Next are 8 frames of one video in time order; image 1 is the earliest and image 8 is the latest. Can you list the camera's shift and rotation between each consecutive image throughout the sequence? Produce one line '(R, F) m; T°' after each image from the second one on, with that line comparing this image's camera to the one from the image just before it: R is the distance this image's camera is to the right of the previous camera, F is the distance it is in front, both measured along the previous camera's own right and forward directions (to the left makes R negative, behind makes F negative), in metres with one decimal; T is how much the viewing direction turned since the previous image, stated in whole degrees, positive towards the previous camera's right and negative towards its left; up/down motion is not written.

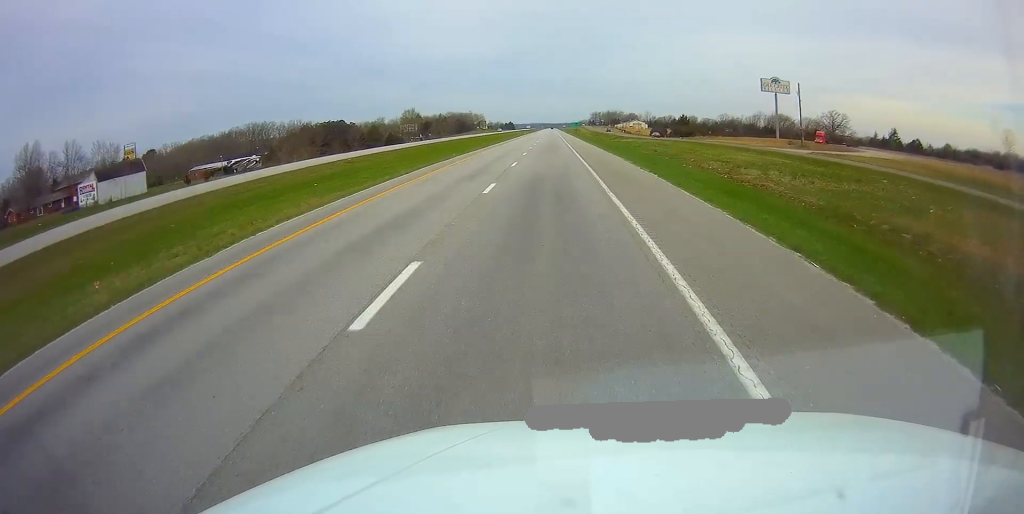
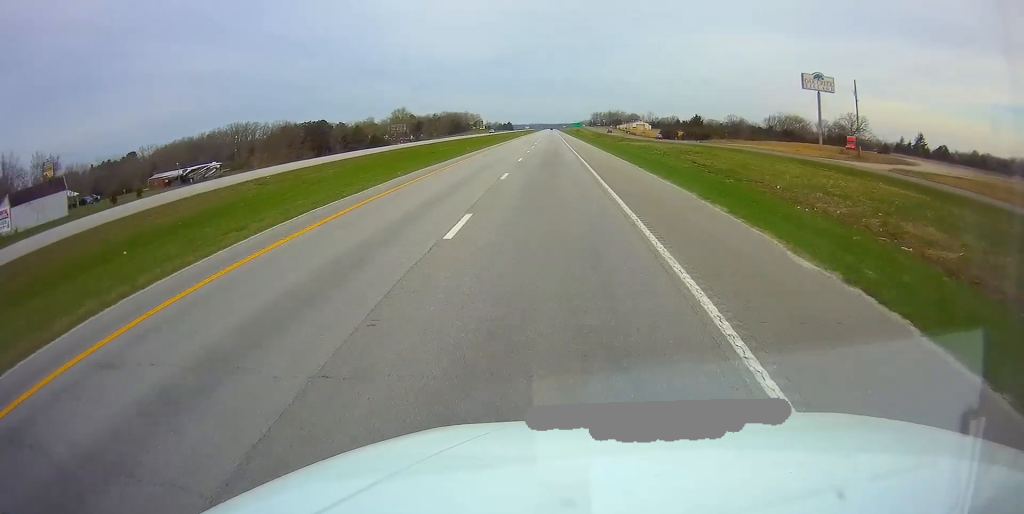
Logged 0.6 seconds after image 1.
(0.0, +19.8) m; 0°
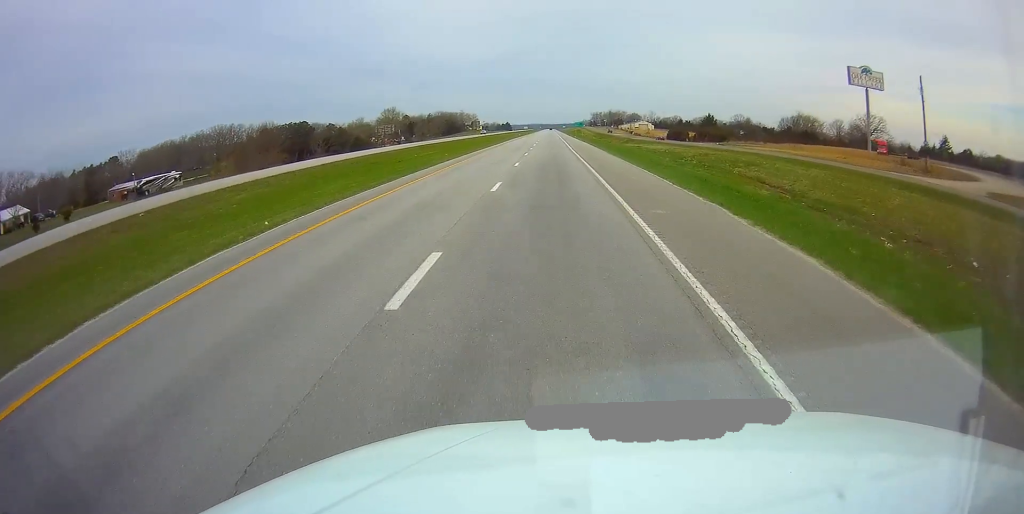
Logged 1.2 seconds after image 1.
(0.0, +16.7) m; 0°
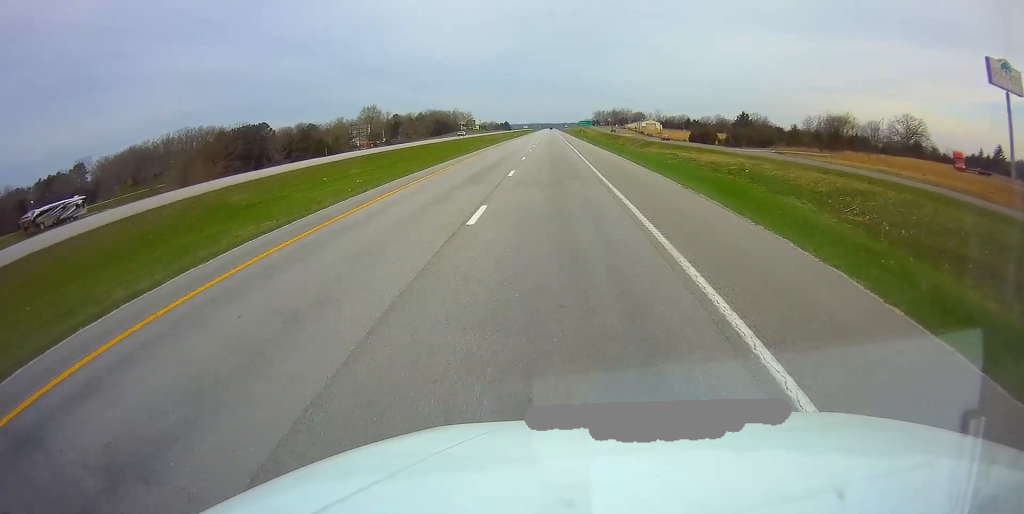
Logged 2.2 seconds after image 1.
(-0.1, +31.2) m; 0°
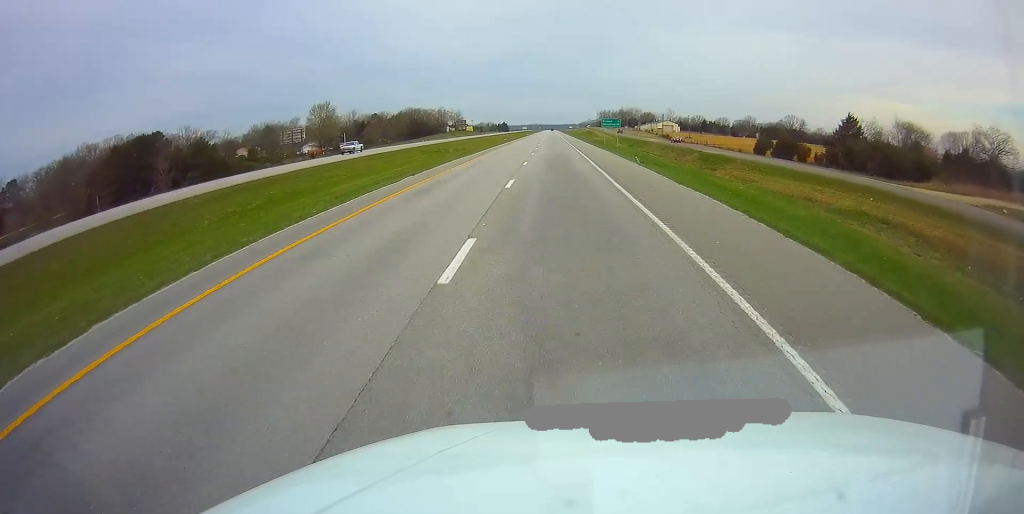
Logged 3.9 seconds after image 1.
(+0.1, +54.0) m; 0°
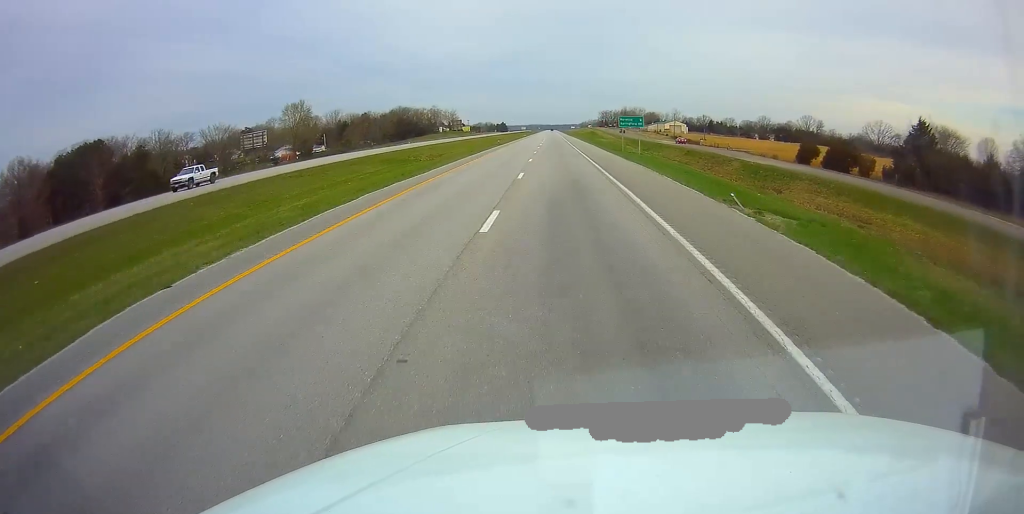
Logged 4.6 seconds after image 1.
(0.0, +20.8) m; 0°
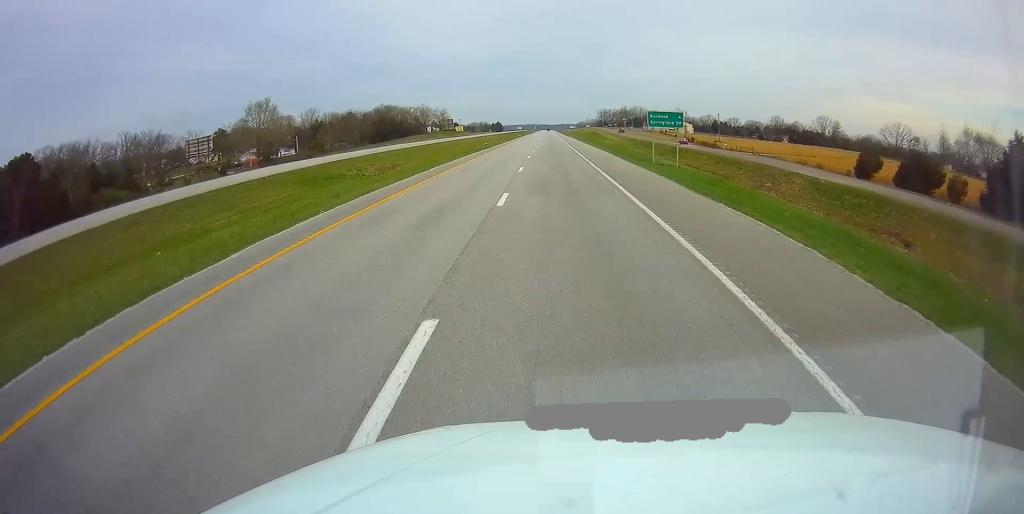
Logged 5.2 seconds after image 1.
(+0.2, +20.8) m; 0°
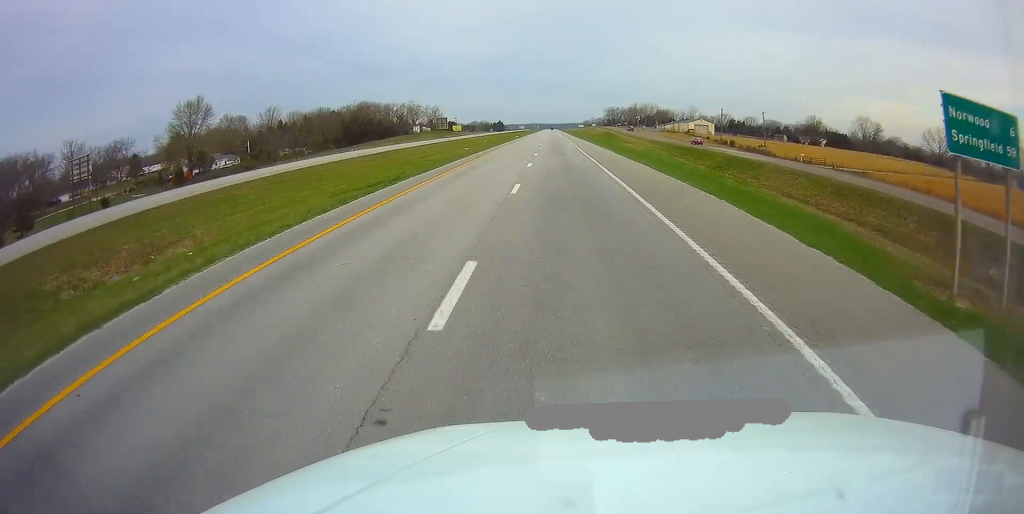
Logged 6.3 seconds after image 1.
(-0.3, +34.3) m; 0°
